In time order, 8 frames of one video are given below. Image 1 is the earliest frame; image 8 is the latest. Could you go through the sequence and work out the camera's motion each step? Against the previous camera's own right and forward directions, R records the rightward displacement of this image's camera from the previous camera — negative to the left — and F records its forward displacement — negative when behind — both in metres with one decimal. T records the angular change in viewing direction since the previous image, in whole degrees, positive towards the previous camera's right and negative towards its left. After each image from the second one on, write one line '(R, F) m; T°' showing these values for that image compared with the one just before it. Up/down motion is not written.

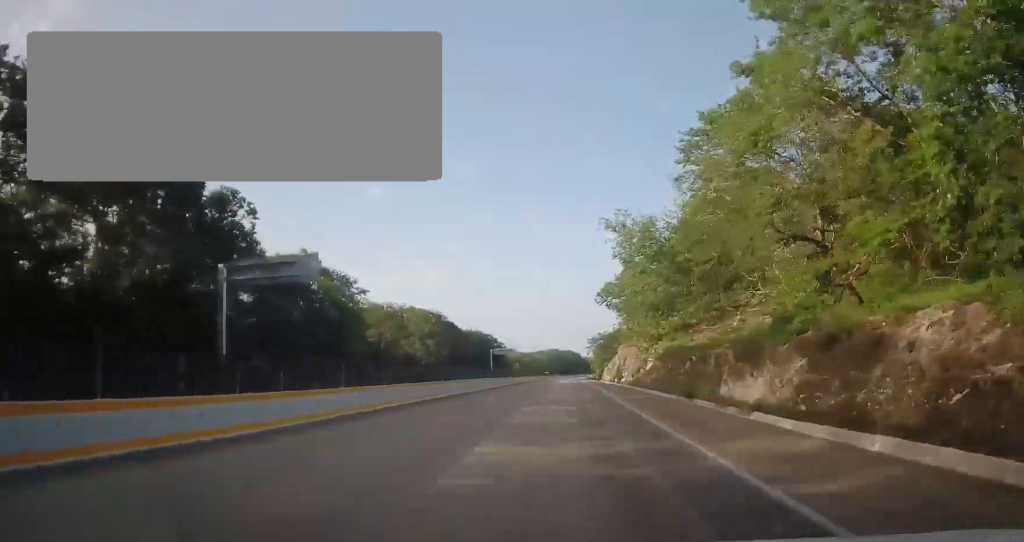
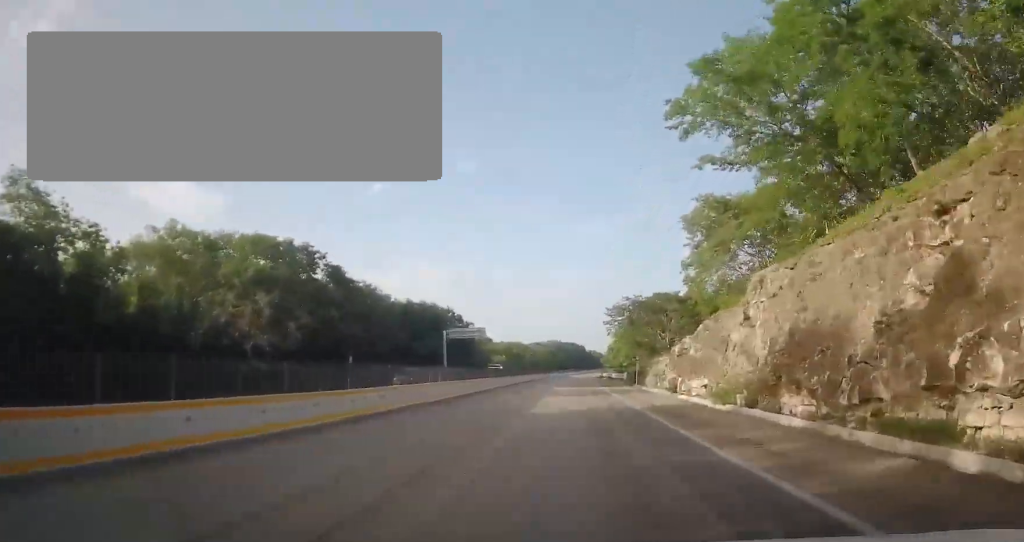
(-1.9, +60.3) m; -3°
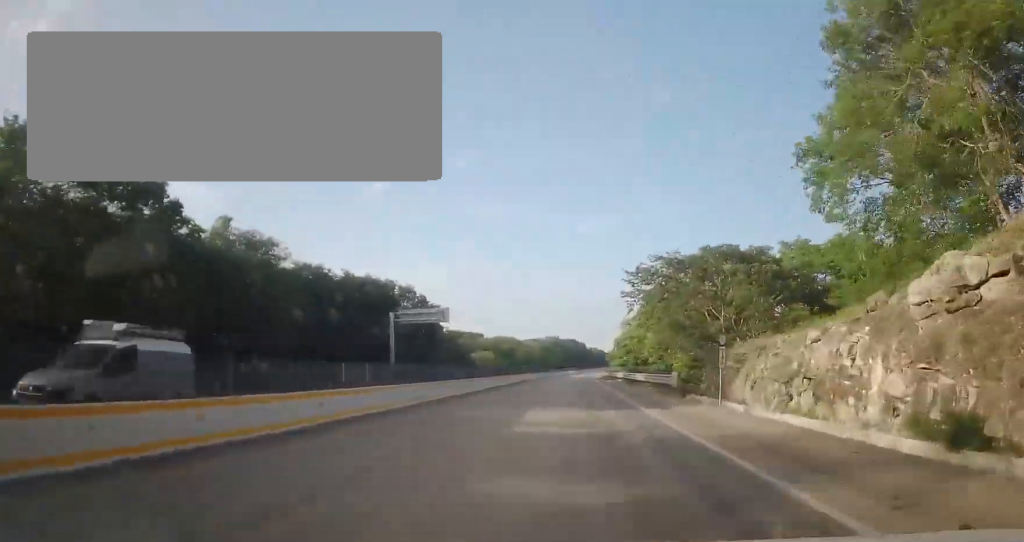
(0.0, +27.6) m; +1°
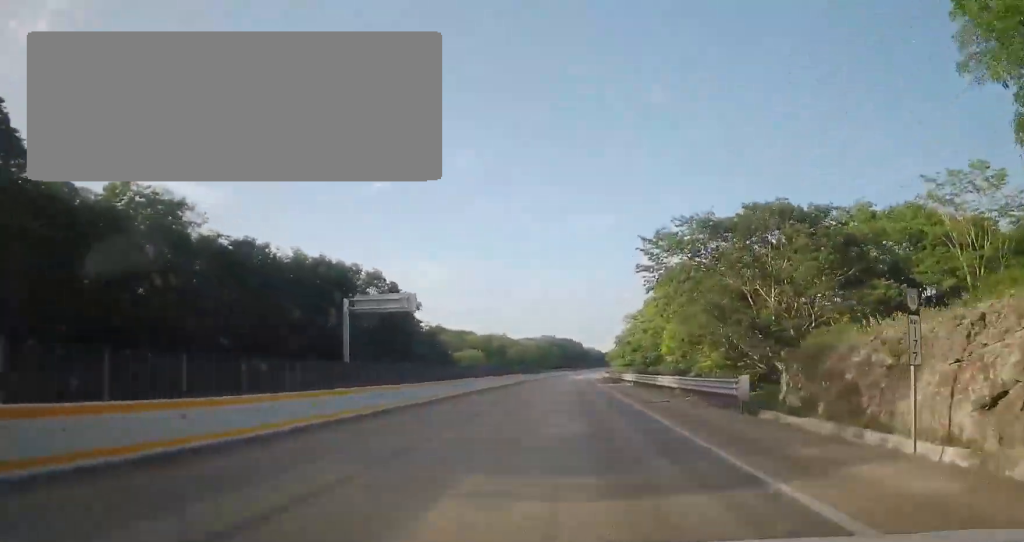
(+0.1, +12.9) m; 0°
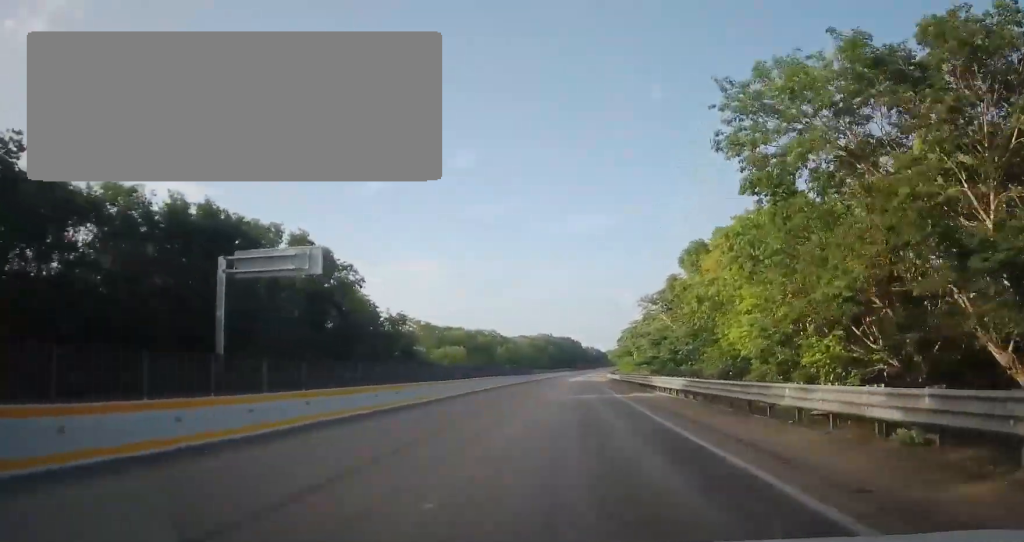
(+0.3, +20.3) m; 0°
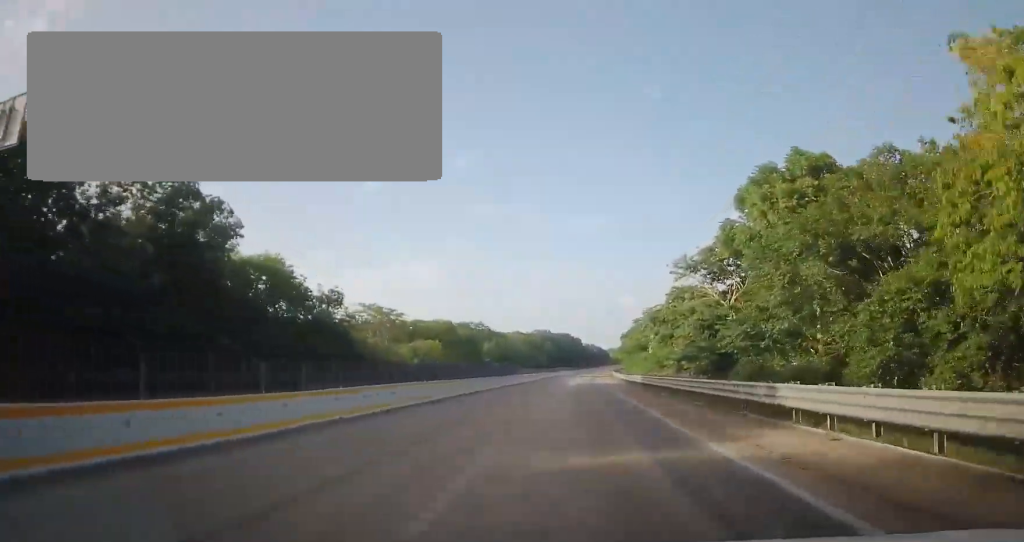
(-0.1, +21.1) m; 0°
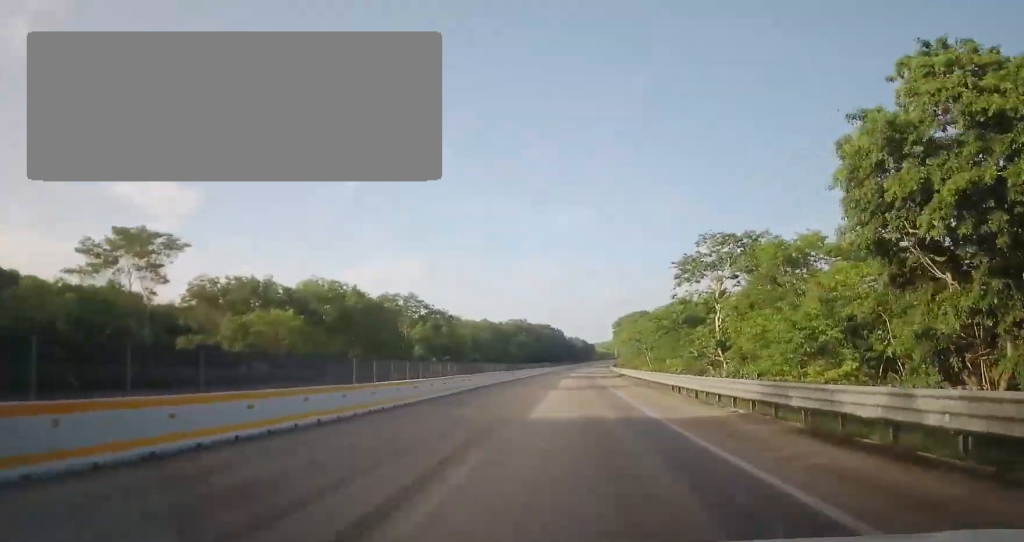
(+0.5, +46.3) m; +1°
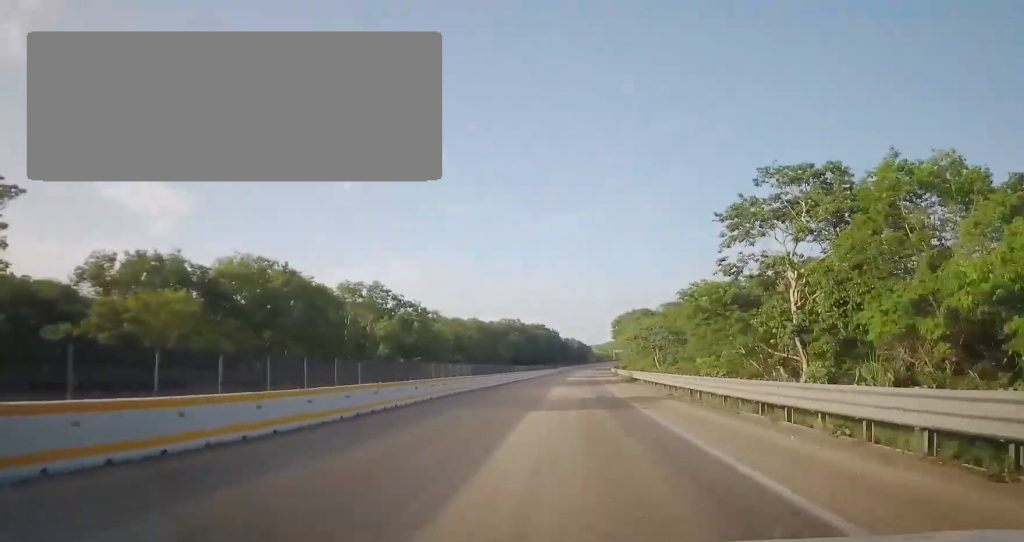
(+0.1, +14.7) m; 0°
